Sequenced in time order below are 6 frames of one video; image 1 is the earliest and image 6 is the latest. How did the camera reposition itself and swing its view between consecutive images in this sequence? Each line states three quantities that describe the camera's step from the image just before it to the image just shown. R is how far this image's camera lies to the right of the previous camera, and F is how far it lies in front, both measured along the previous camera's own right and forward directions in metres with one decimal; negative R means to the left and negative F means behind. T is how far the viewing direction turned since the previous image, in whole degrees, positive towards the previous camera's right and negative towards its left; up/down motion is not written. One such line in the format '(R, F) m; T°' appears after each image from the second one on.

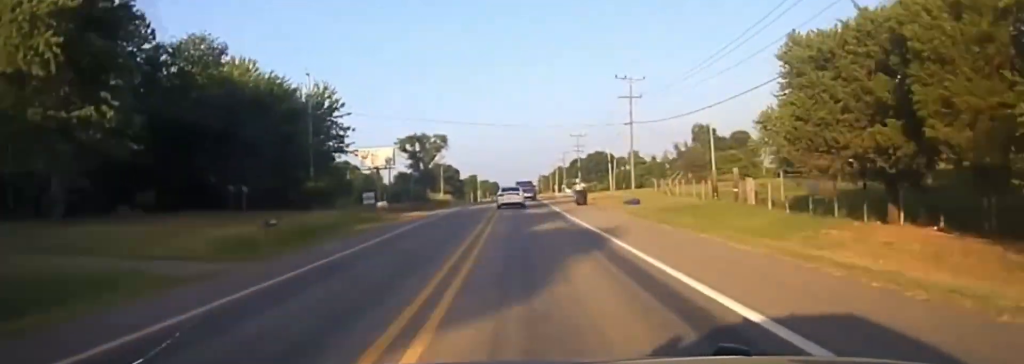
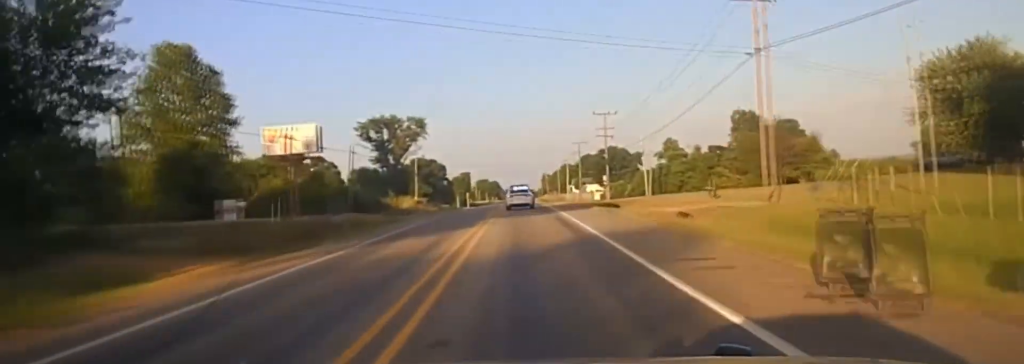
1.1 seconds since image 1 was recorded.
(+0.3, +50.1) m; +1°
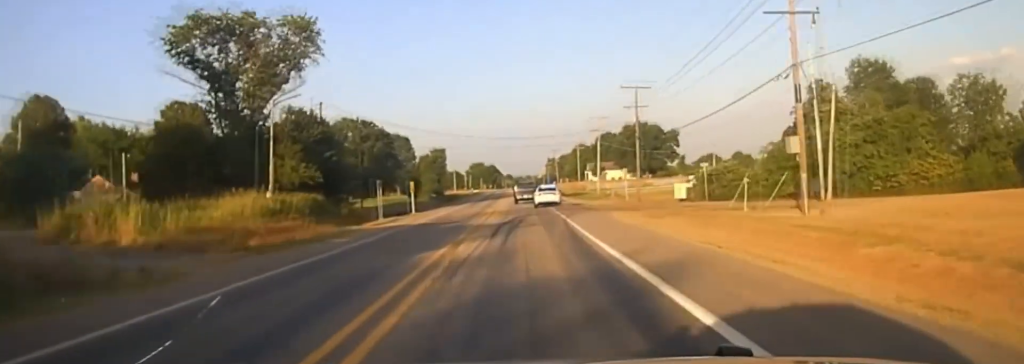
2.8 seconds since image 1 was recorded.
(+0.1, +78.4) m; 0°
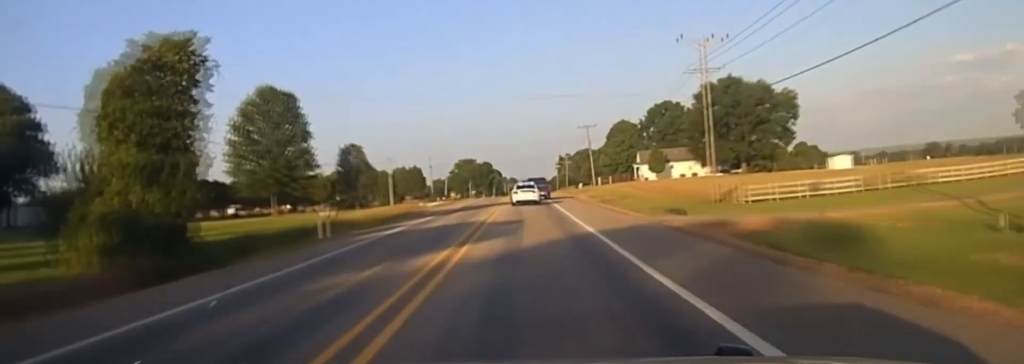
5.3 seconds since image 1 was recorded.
(-0.9, +123.8) m; 0°
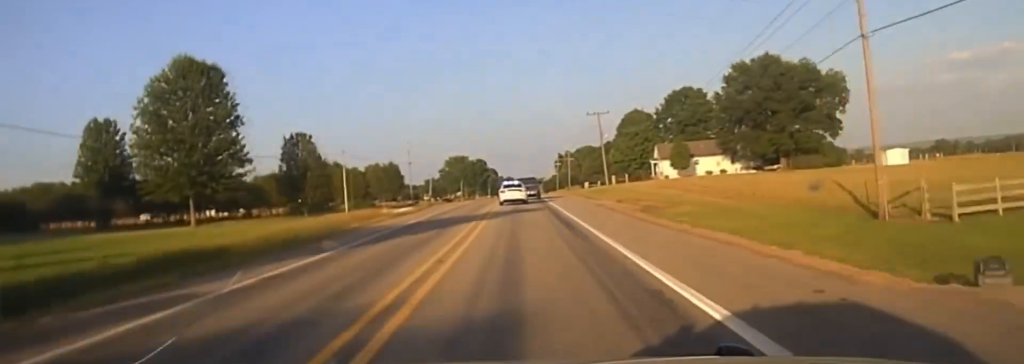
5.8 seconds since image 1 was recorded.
(0.0, +22.1) m; 0°
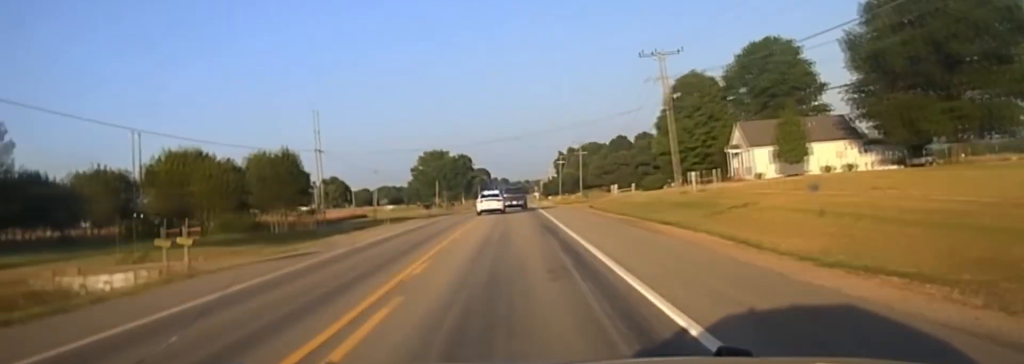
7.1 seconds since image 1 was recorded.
(+0.1, +53.8) m; 0°
